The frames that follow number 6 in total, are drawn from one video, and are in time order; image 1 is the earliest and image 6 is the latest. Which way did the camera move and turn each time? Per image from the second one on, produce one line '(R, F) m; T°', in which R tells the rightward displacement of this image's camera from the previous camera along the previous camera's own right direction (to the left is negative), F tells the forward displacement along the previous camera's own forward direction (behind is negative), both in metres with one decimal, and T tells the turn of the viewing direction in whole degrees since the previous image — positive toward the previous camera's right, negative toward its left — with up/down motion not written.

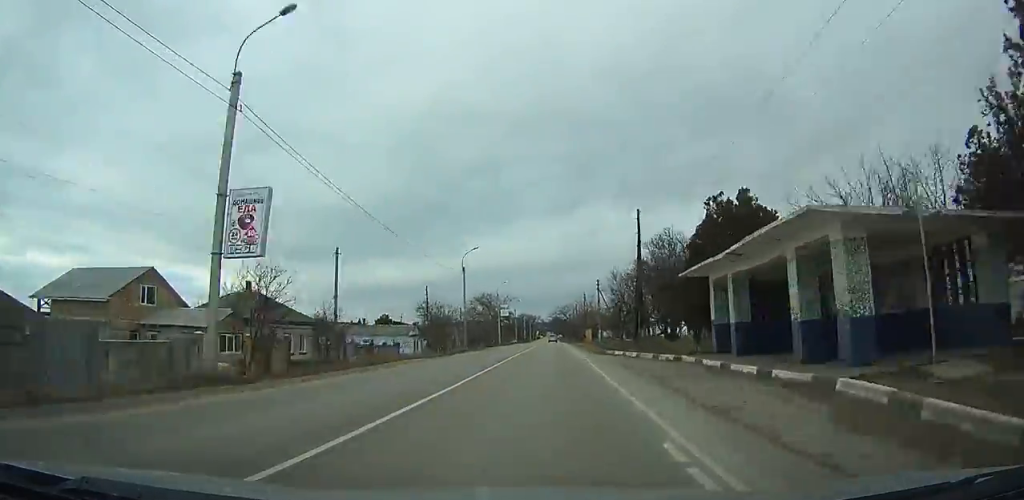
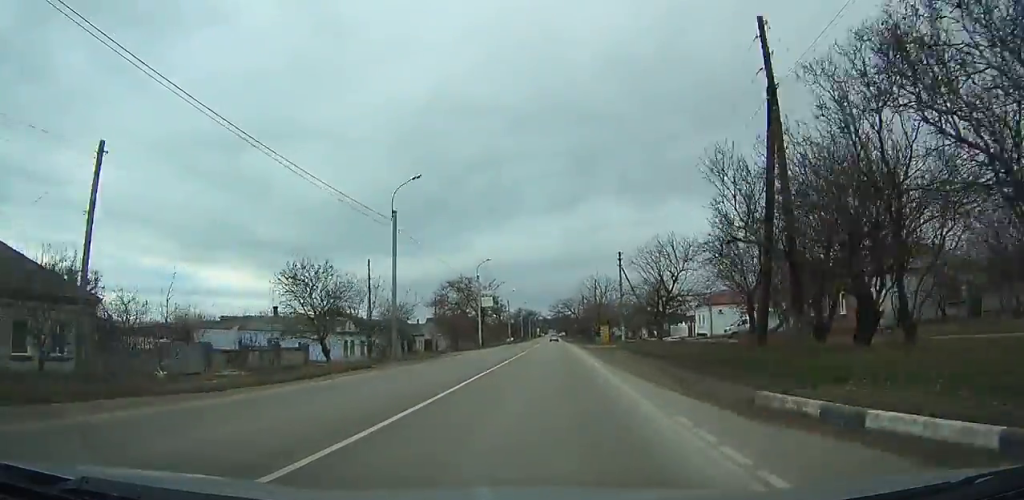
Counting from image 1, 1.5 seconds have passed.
(-0.3, +27.4) m; 0°
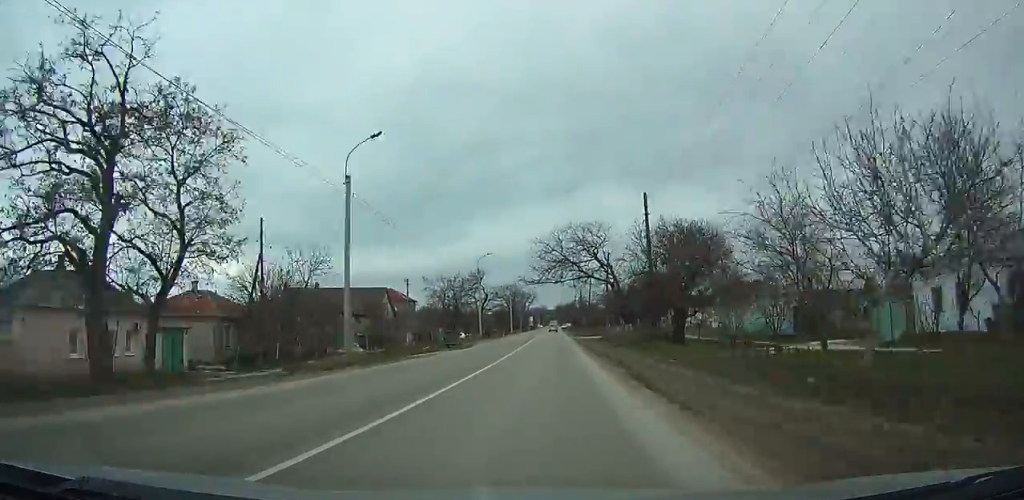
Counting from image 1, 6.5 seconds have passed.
(+0.4, +90.7) m; 0°
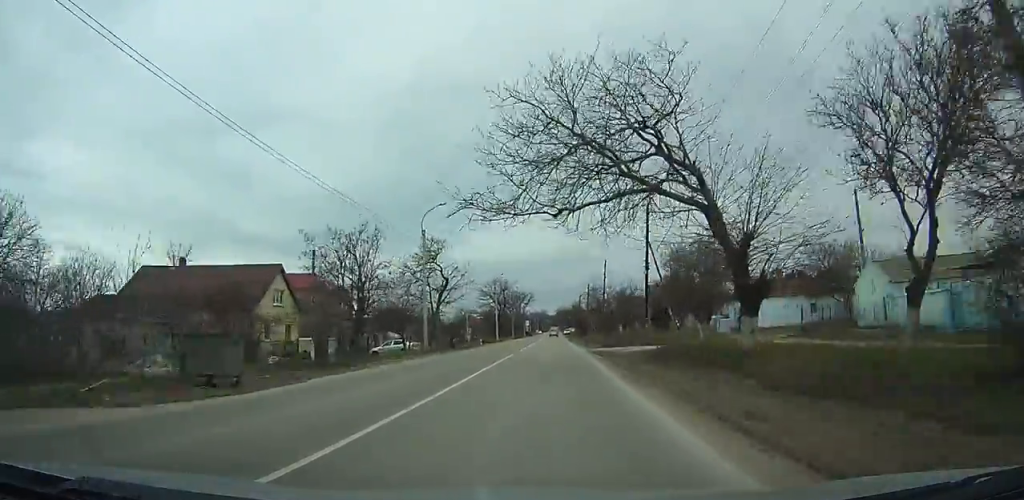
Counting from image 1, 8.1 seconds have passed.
(-0.1, +31.2) m; 0°
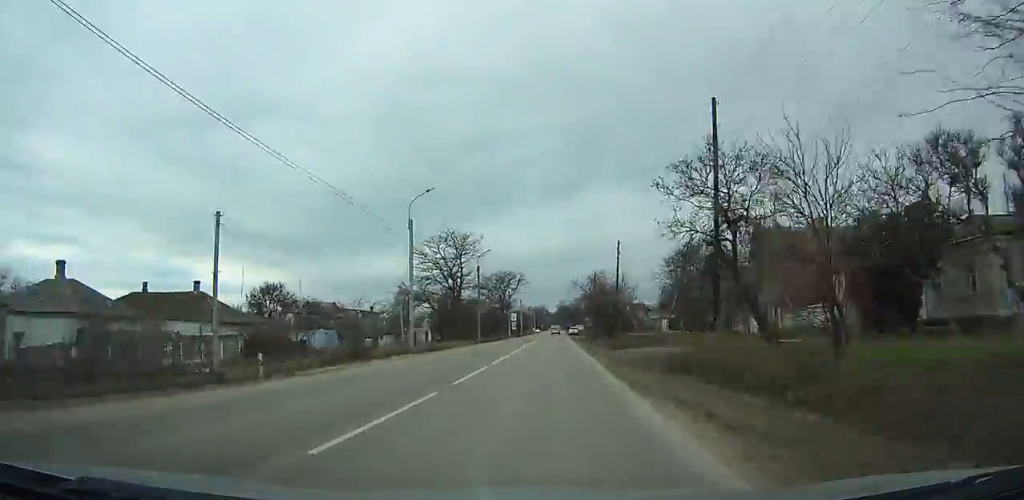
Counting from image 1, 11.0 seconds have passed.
(0.0, +53.8) m; 0°
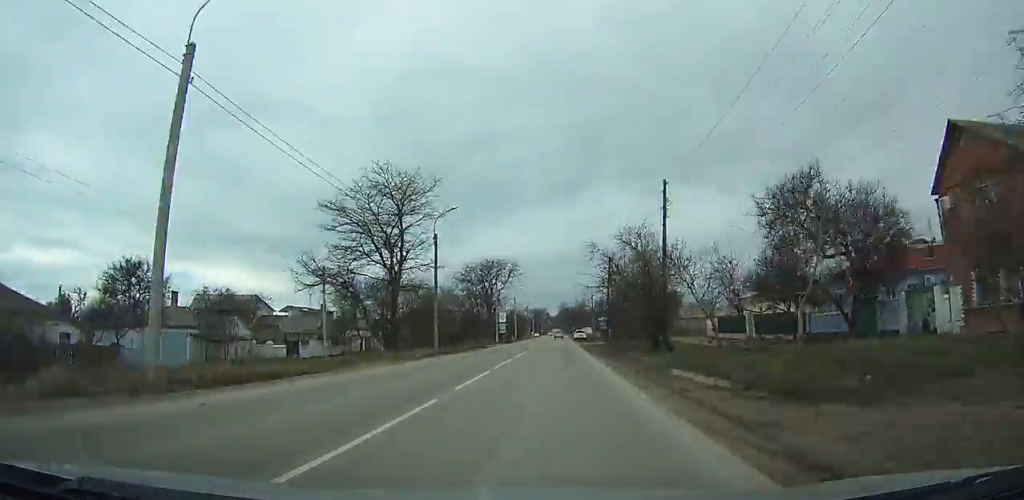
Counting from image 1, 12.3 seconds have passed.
(0.0, +24.9) m; 0°
